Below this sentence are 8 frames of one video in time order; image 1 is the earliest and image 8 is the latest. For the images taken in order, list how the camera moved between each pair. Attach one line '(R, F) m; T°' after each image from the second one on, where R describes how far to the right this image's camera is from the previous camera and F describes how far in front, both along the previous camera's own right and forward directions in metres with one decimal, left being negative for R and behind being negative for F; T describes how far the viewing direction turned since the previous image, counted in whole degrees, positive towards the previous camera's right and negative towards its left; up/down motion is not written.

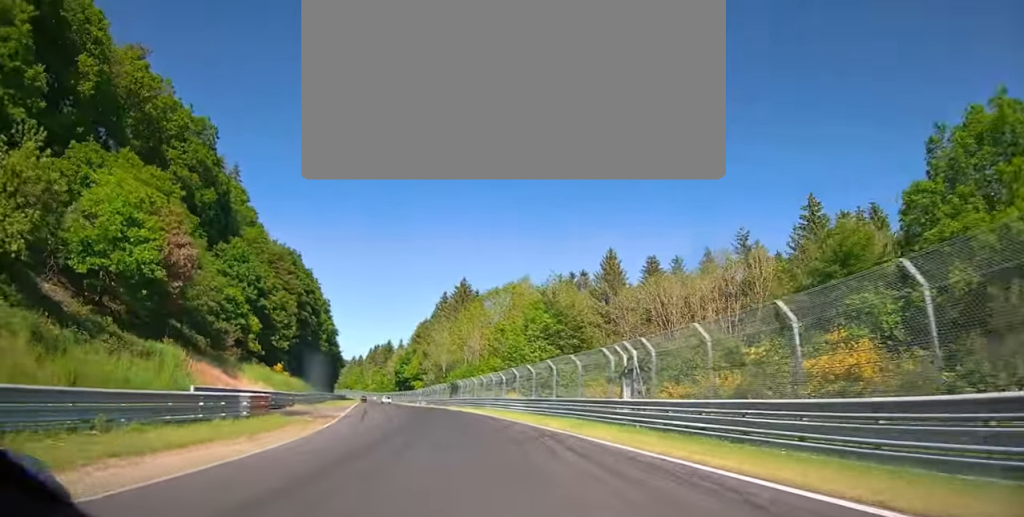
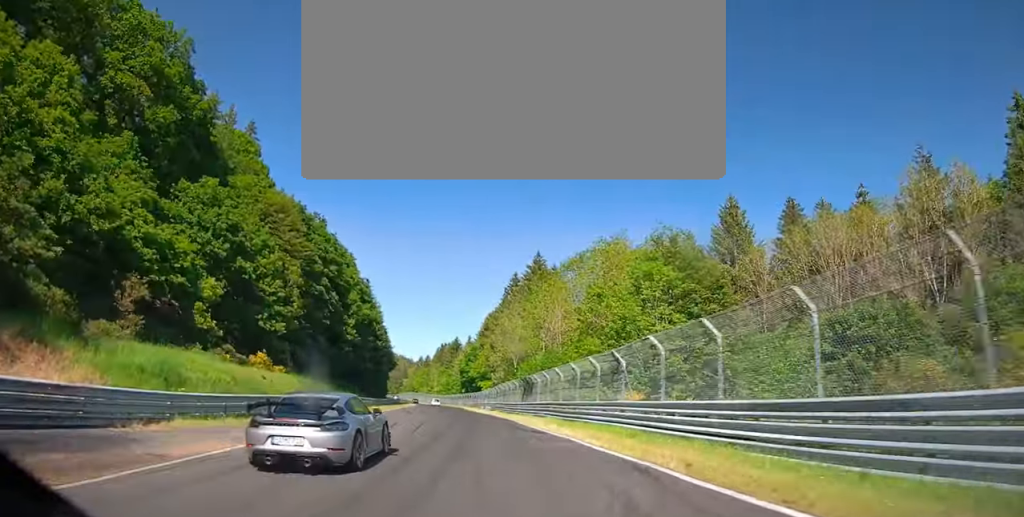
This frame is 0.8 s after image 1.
(-0.6, +20.9) m; -4°
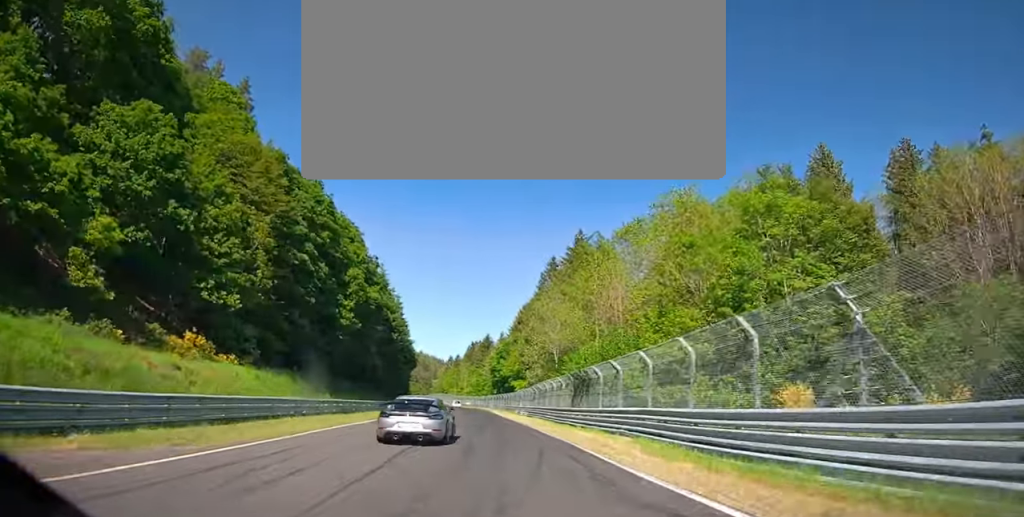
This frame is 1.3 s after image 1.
(-0.6, +14.0) m; -2°
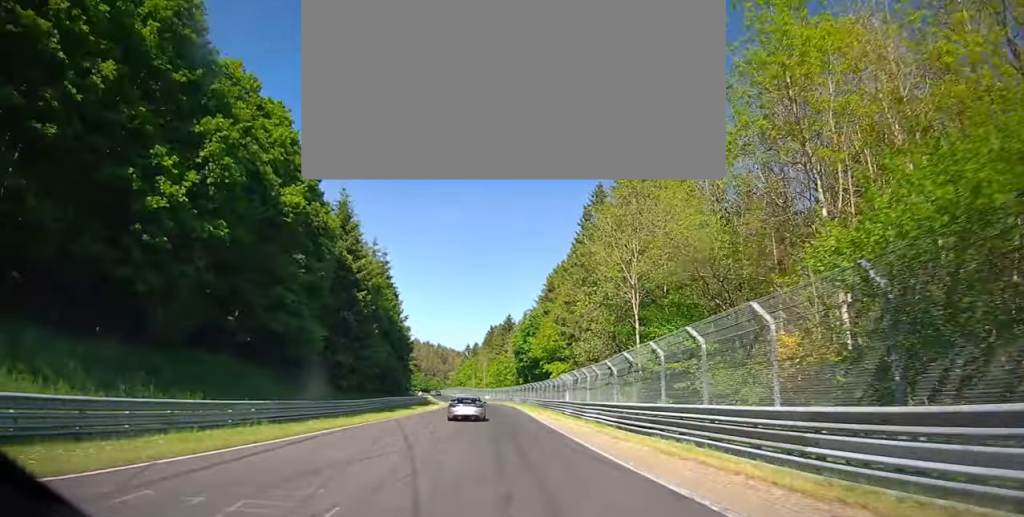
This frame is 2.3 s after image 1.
(-1.0, +29.0) m; -3°
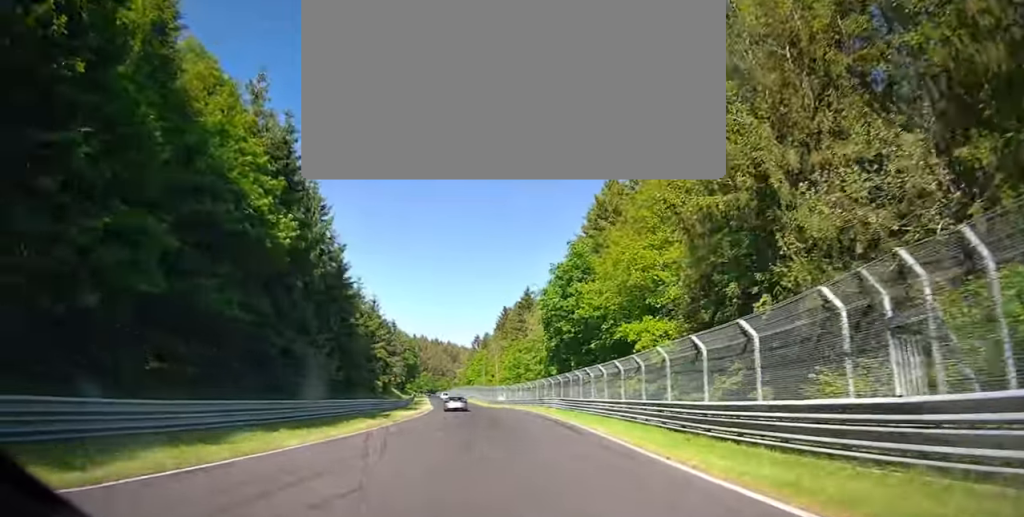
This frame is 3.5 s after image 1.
(-0.7, +38.3) m; -2°
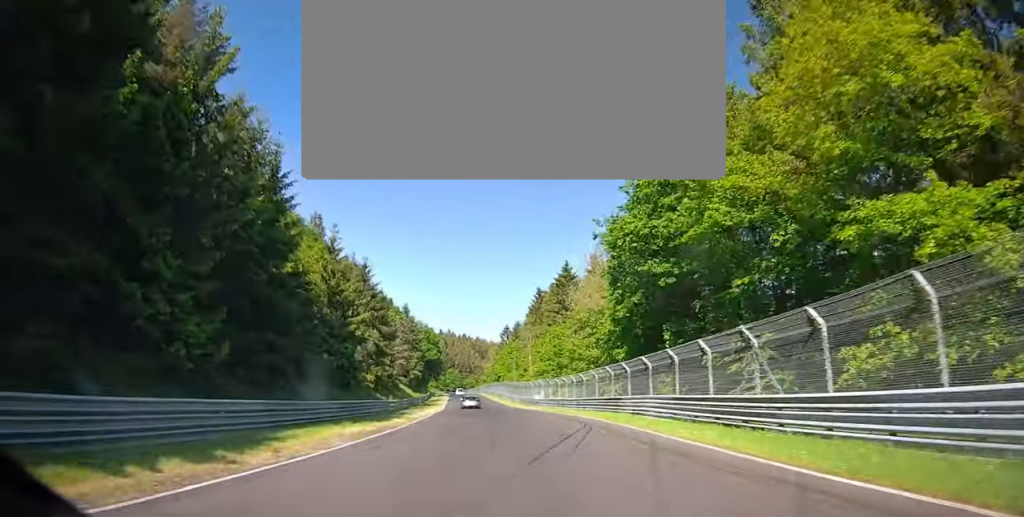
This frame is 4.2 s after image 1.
(-0.2, +21.8) m; -1°
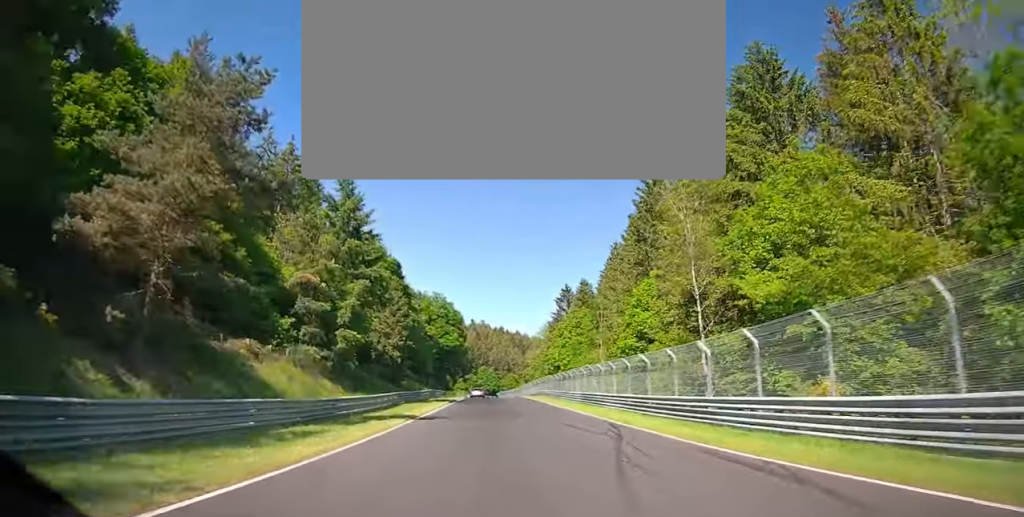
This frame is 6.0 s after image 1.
(-3.9, +65.8) m; -7°
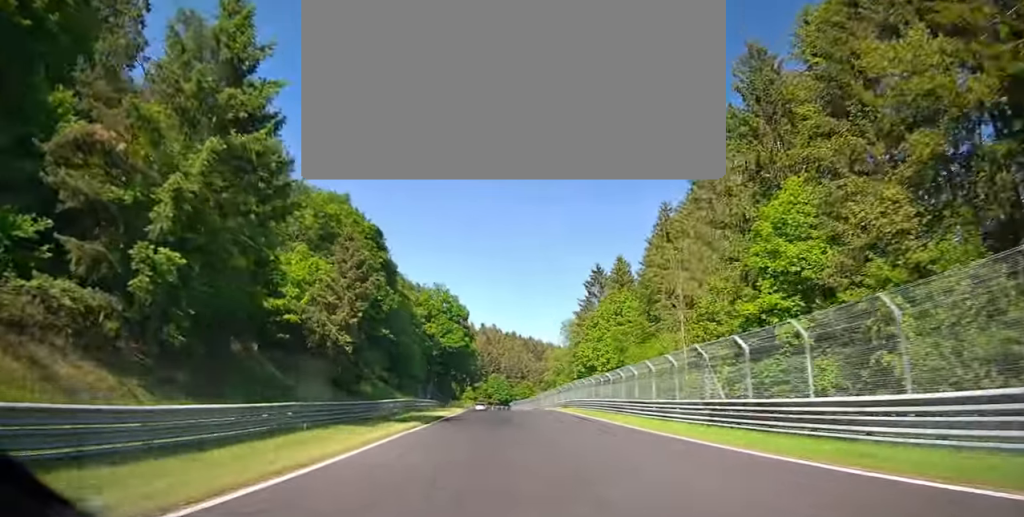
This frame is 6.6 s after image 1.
(-1.1, +22.4) m; -1°
